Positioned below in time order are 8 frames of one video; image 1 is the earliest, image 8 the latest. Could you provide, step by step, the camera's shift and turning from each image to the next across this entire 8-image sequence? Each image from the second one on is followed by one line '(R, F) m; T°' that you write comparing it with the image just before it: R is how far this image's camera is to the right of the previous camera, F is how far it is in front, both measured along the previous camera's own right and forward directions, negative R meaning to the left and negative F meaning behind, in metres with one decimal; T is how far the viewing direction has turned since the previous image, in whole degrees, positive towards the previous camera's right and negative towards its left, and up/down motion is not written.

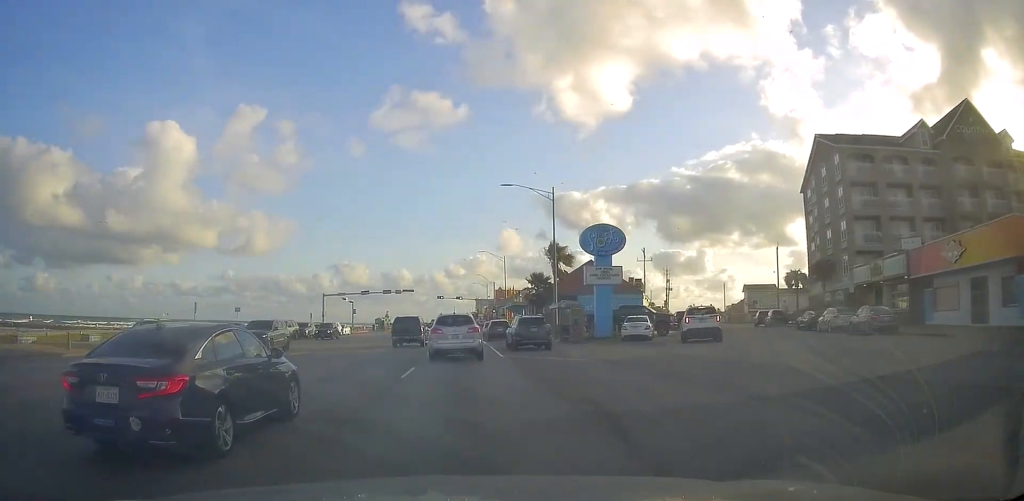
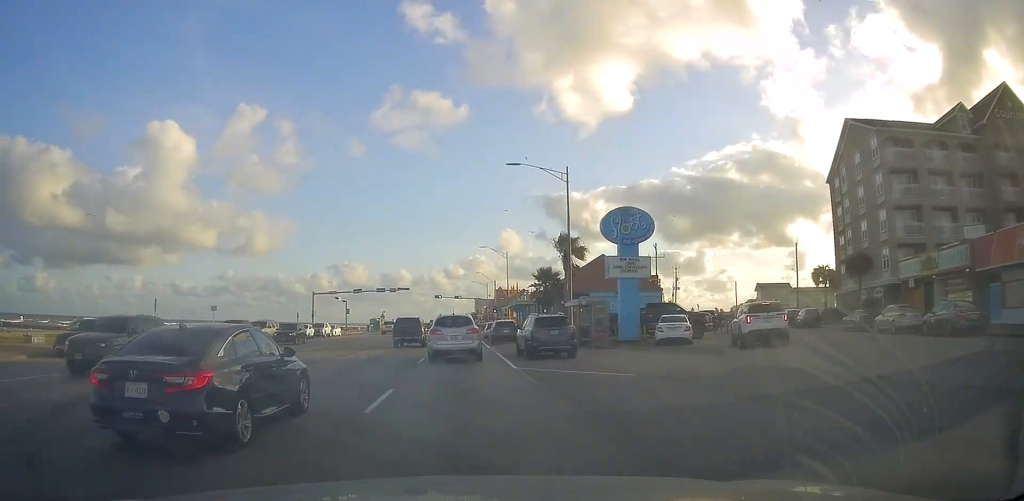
(0.0, +5.7) m; +1°
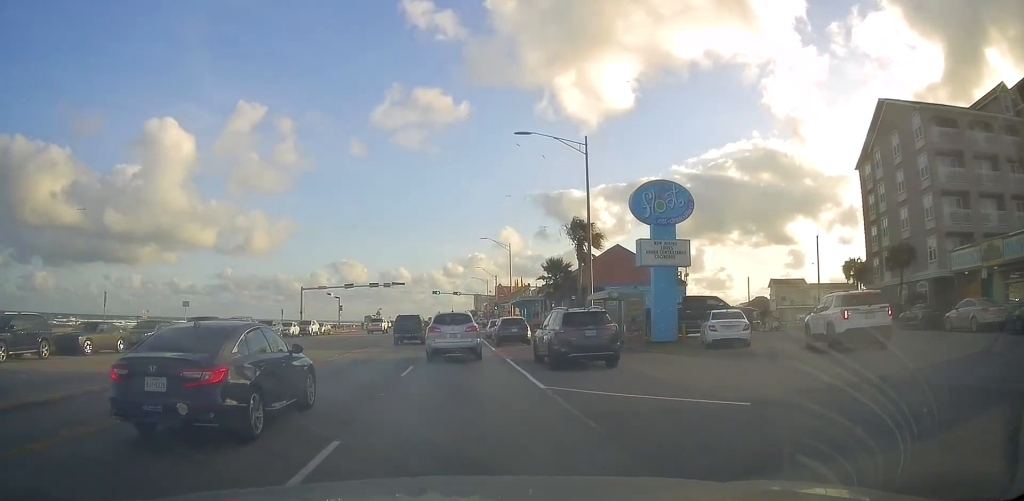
(+0.2, +5.5) m; +2°
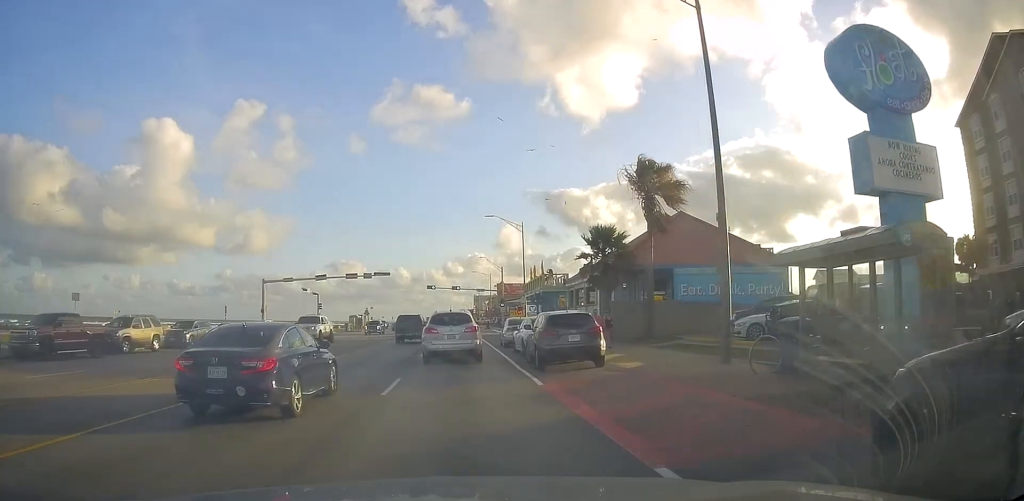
(+0.3, +16.0) m; 0°
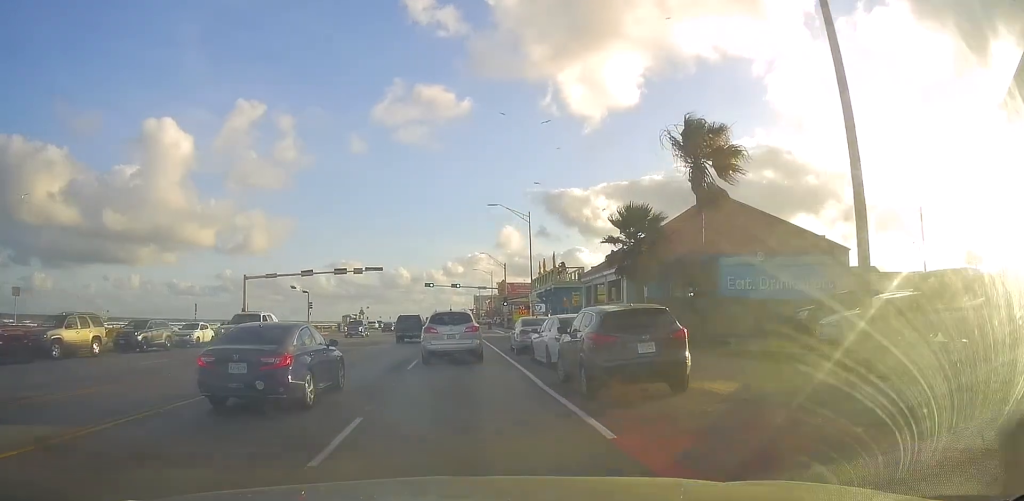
(+0.1, +6.1) m; -1°
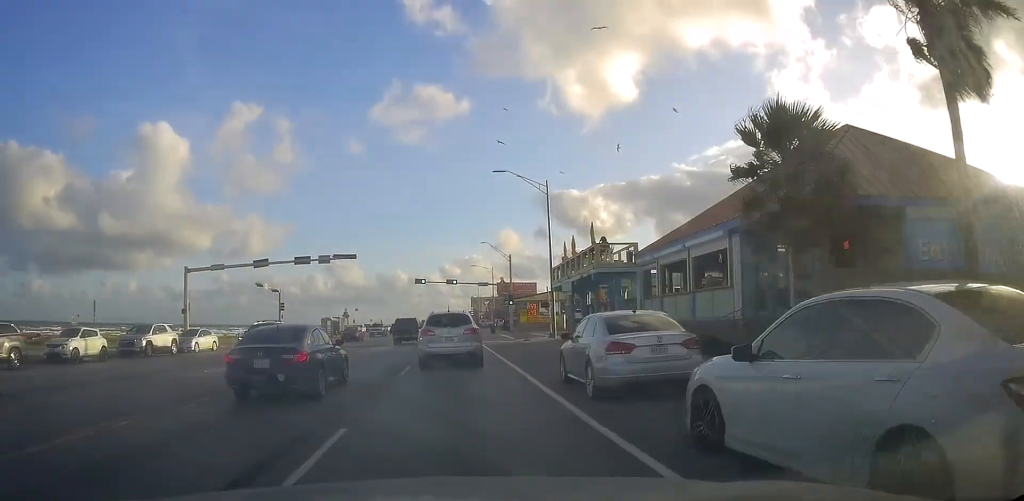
(-0.6, +13.4) m; -1°
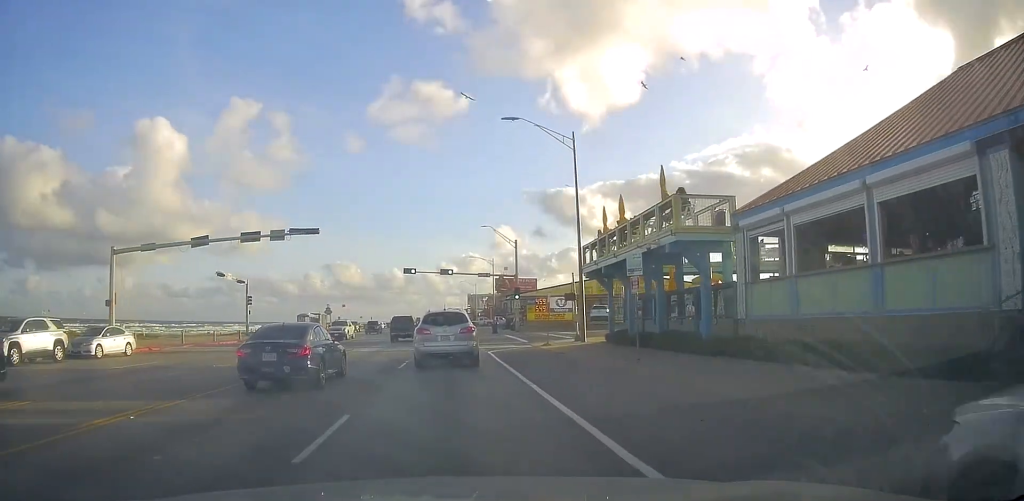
(+0.5, +11.2) m; +1°
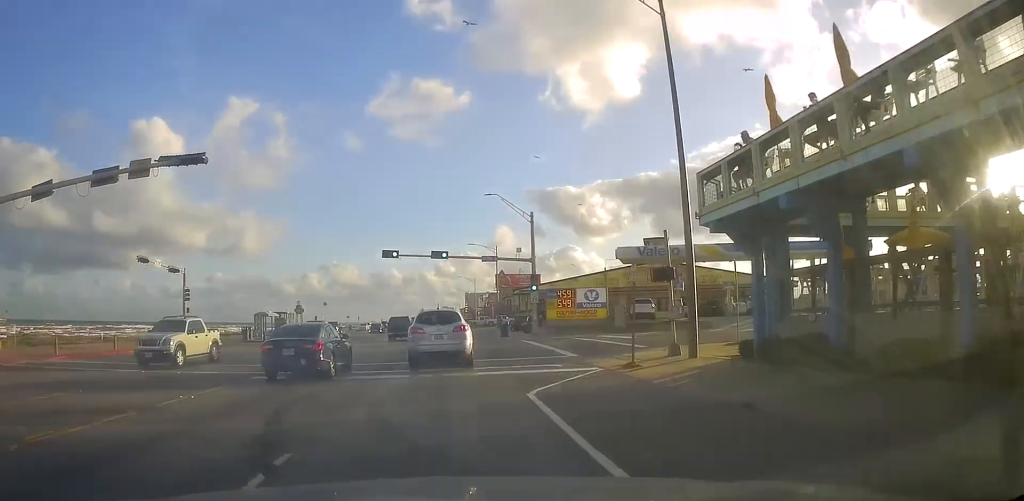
(-0.4, +15.3) m; -1°
